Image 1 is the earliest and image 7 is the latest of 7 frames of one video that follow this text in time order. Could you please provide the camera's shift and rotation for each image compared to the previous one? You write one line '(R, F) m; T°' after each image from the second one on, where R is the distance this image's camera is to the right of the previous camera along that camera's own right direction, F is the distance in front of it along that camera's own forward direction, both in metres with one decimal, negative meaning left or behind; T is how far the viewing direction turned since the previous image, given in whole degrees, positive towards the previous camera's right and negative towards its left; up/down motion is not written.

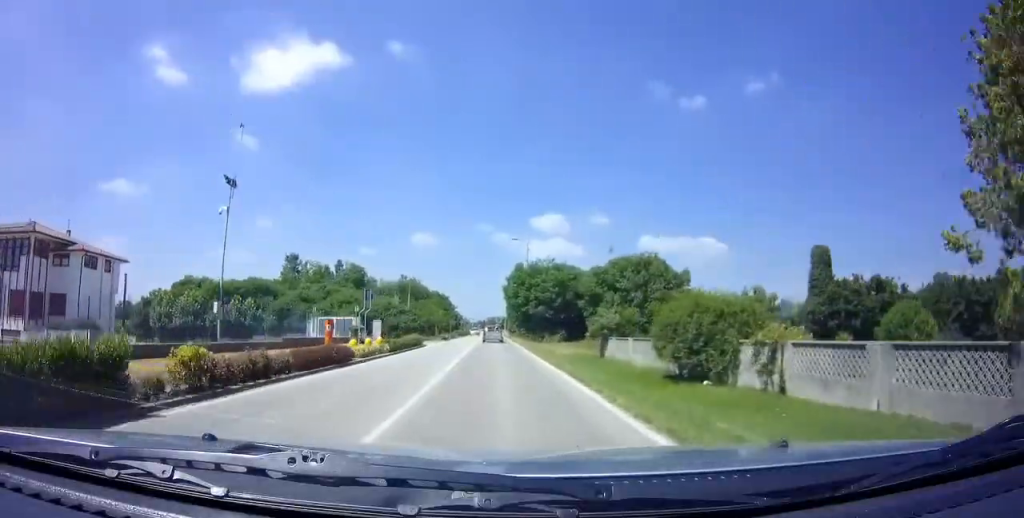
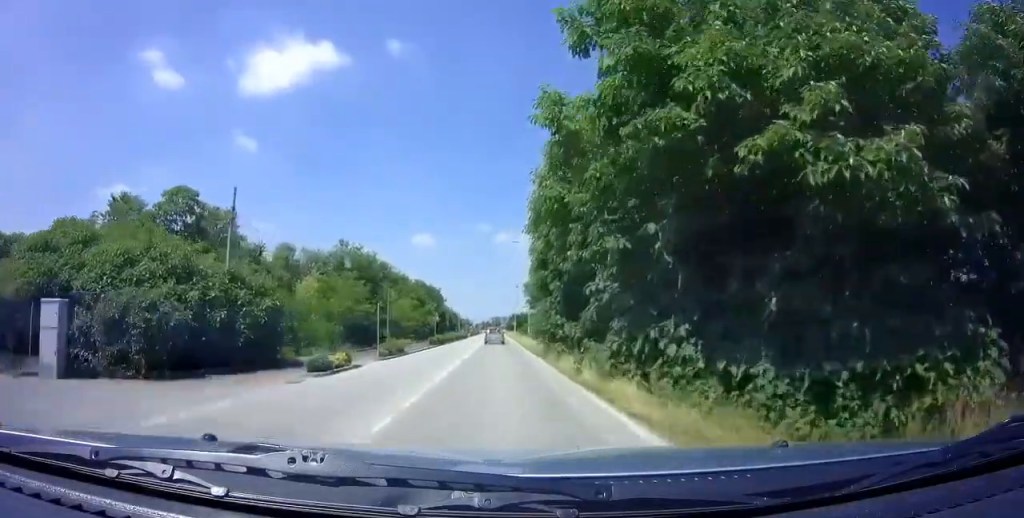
(-0.1, +42.9) m; 0°
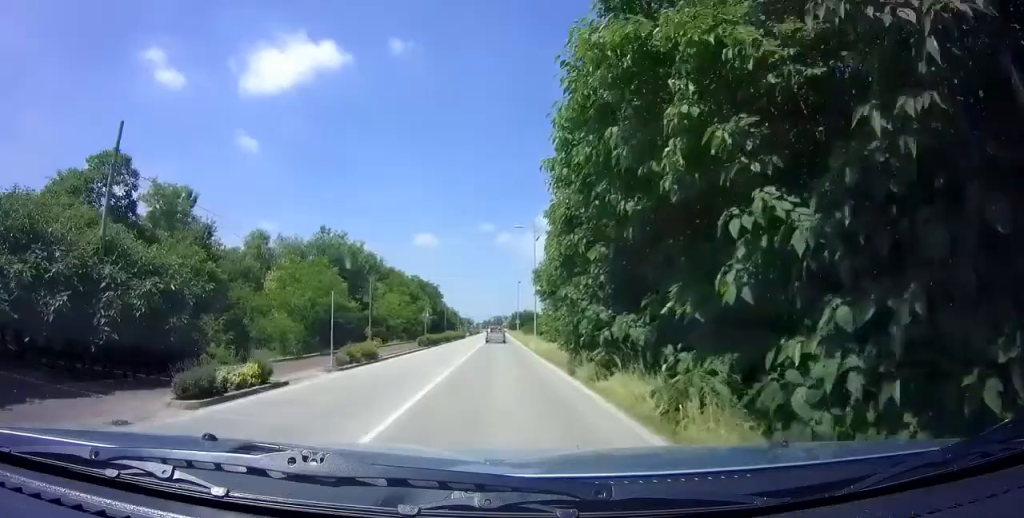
(0.0, +7.2) m; 0°
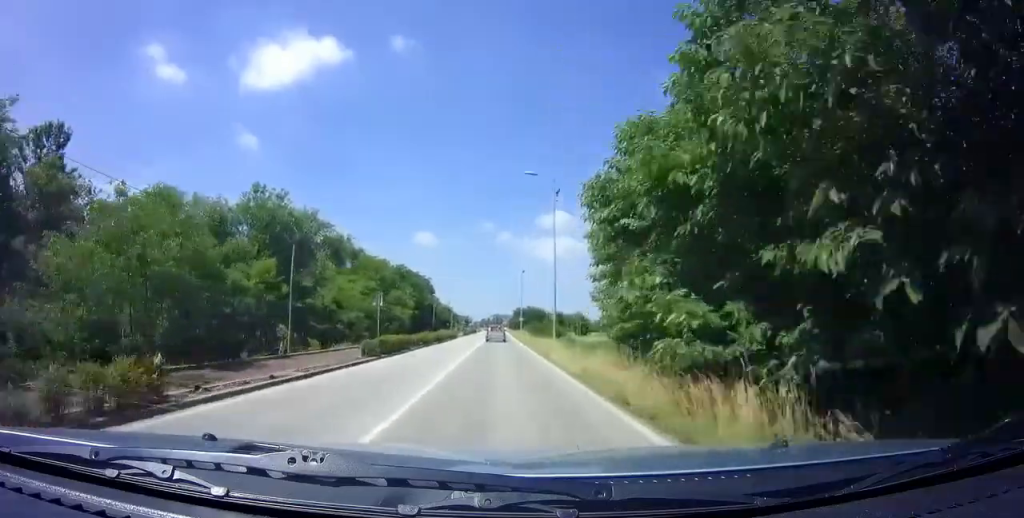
(0.0, +15.4) m; 0°
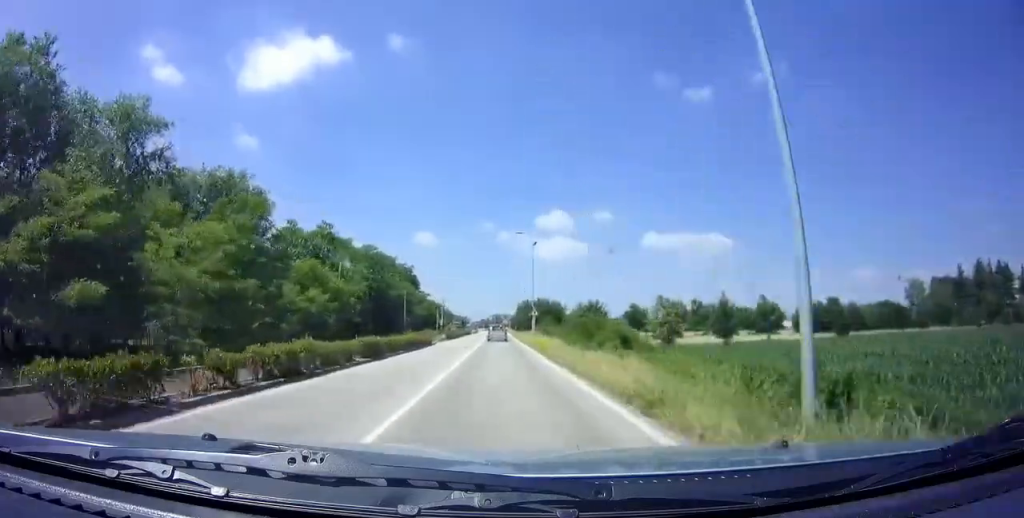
(+0.1, +23.9) m; 0°
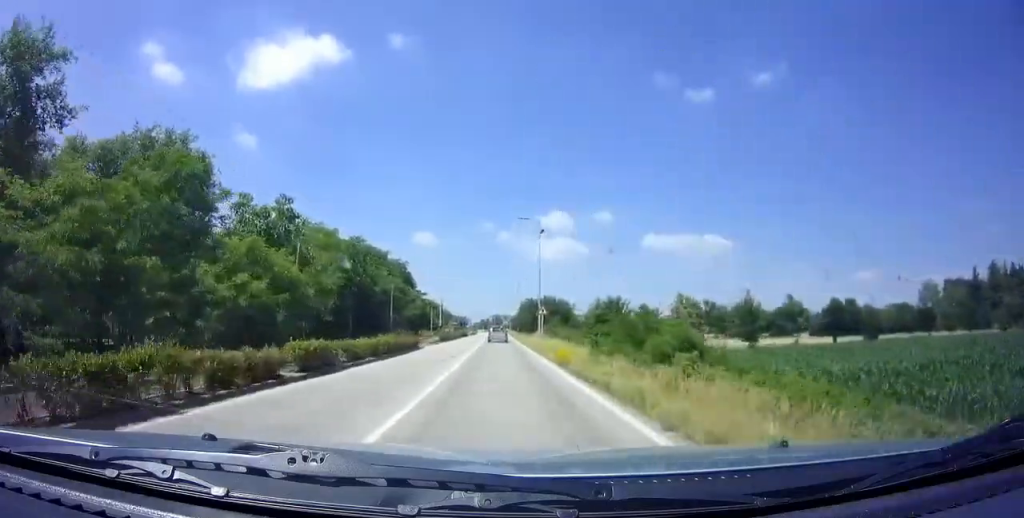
(0.0, +6.9) m; 0°
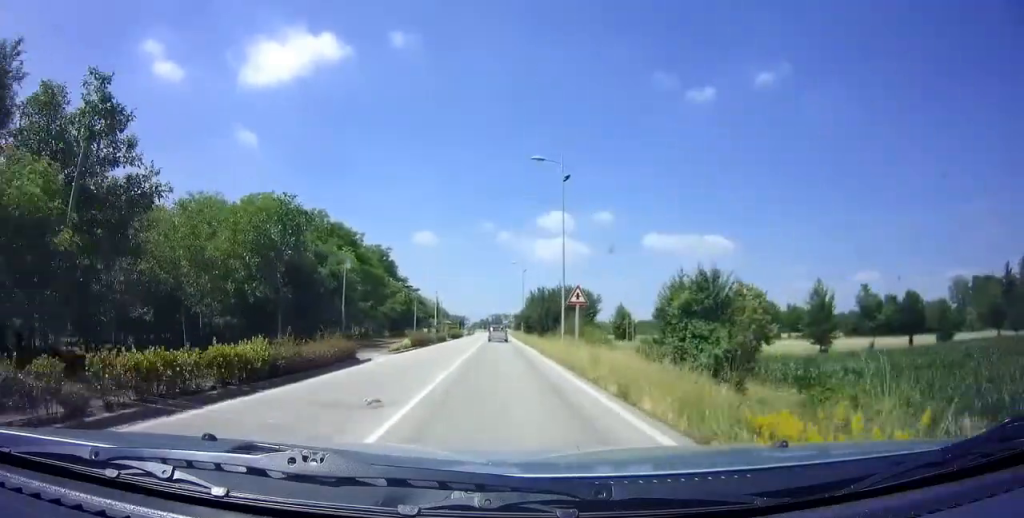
(0.0, +14.8) m; 0°
